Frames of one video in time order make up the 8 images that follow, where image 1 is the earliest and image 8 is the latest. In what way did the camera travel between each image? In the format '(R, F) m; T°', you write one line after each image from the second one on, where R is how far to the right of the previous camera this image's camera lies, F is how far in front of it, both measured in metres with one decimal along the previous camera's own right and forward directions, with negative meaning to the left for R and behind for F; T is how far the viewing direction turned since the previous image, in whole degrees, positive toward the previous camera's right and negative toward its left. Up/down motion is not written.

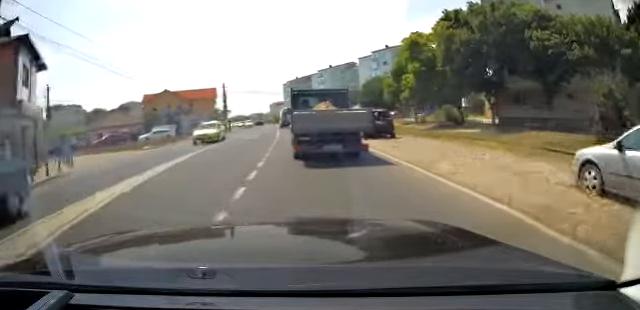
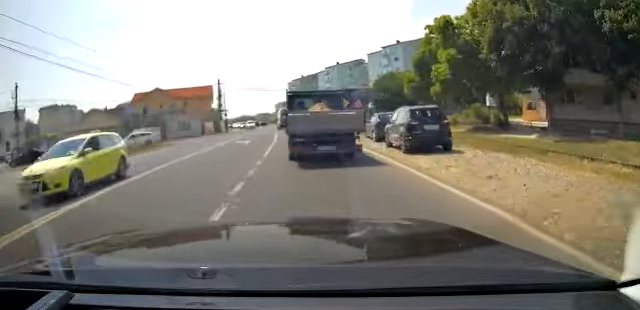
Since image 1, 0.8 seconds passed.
(0.0, +8.2) m; 0°
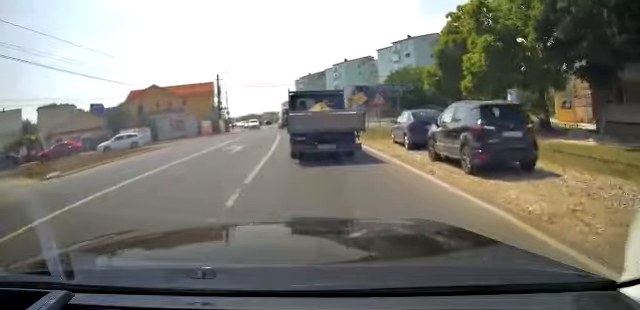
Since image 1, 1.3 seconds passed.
(0.0, +5.3) m; 0°
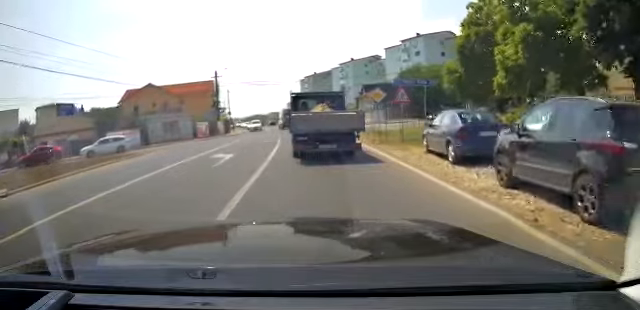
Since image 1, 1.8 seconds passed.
(0.0, +4.2) m; 0°
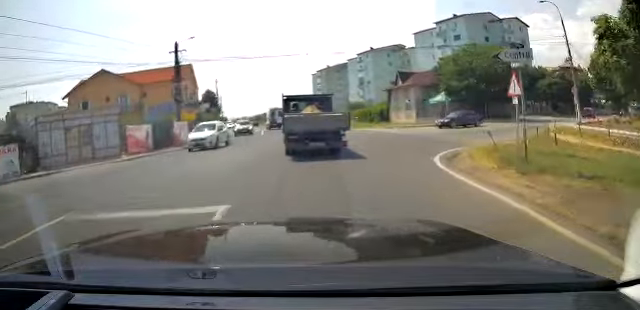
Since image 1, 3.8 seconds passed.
(0.0, +19.2) m; 0°
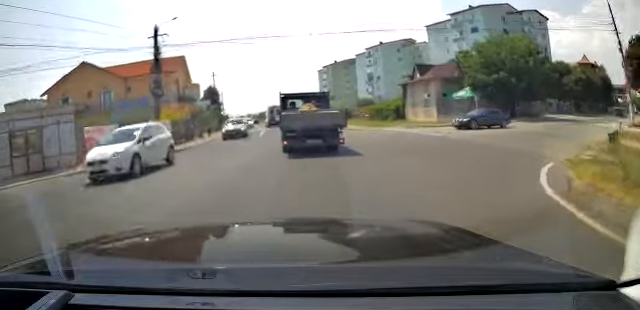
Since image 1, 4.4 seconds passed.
(0.0, +5.1) m; 0°
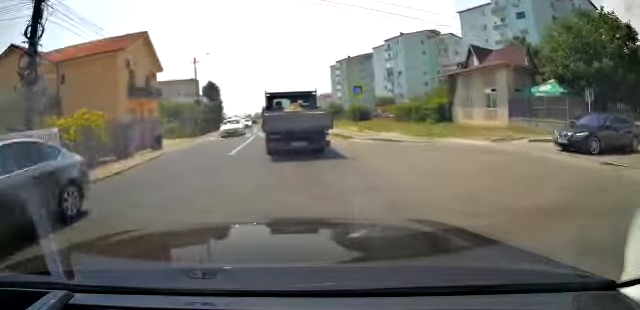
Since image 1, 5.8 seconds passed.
(0.0, +12.3) m; -1°
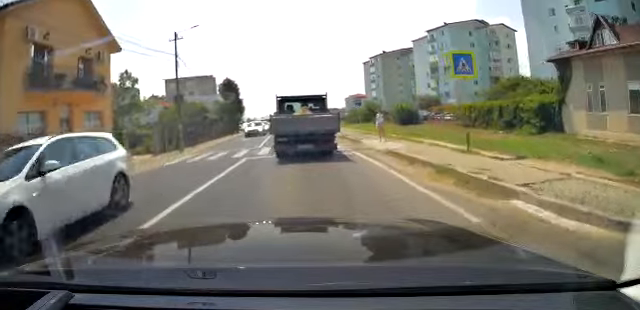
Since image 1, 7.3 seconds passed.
(-0.6, +13.1) m; -6°
